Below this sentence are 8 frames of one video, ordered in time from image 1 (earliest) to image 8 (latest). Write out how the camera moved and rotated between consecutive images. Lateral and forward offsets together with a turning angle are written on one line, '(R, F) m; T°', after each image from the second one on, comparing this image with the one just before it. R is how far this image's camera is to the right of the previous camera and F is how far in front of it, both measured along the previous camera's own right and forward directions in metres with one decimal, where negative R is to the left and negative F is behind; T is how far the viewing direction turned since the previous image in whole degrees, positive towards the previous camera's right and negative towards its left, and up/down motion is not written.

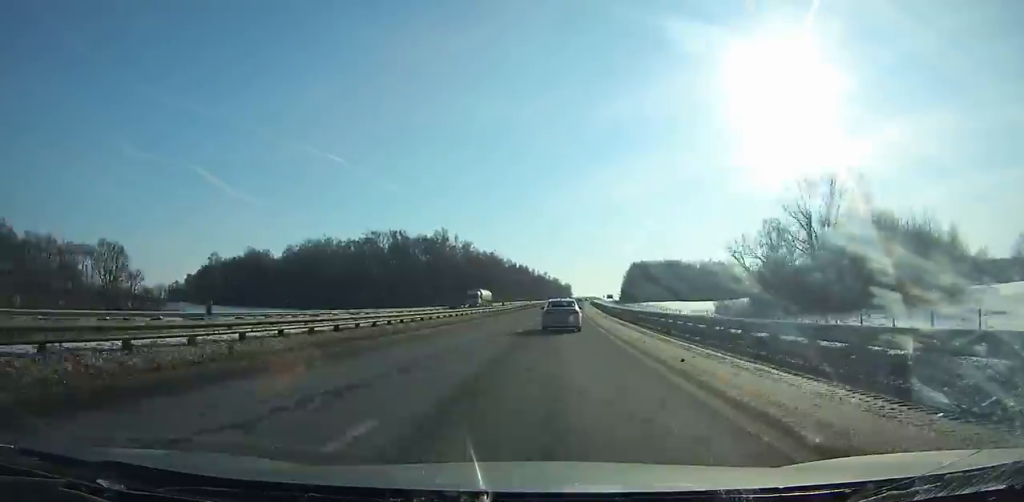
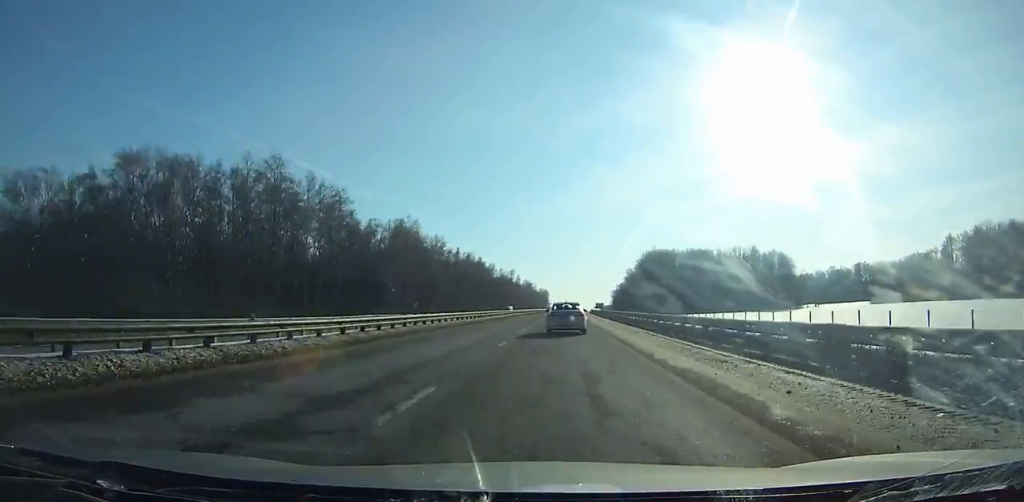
(+2.3, +115.8) m; +2°
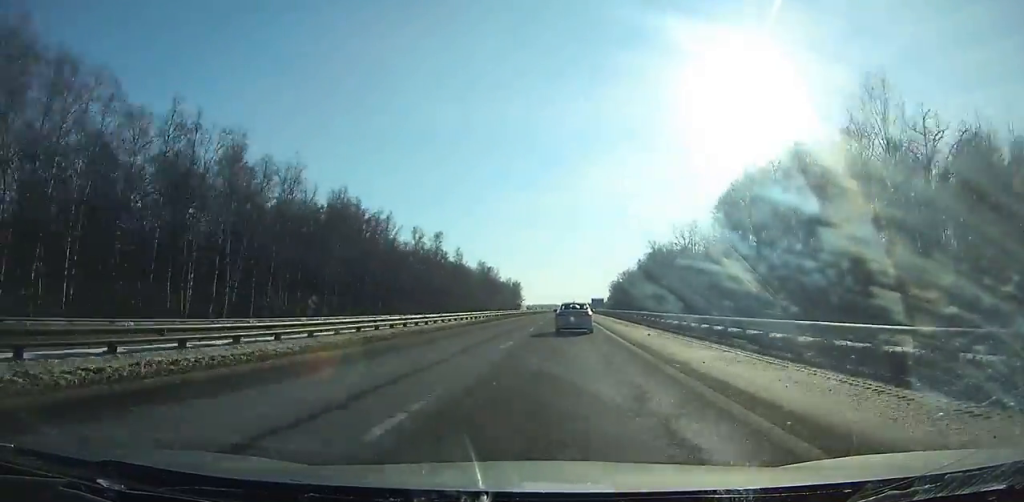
(+2.7, +132.8) m; +2°
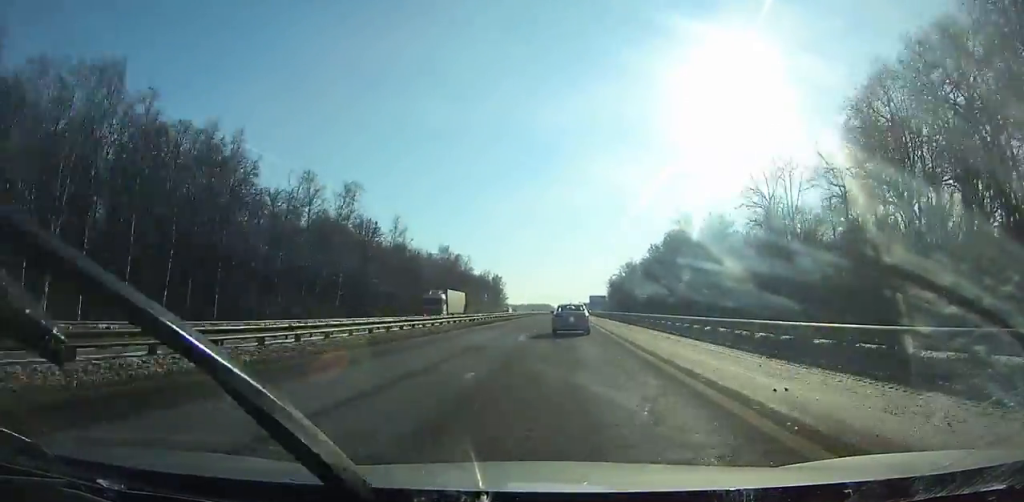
(+0.5, +54.0) m; +1°
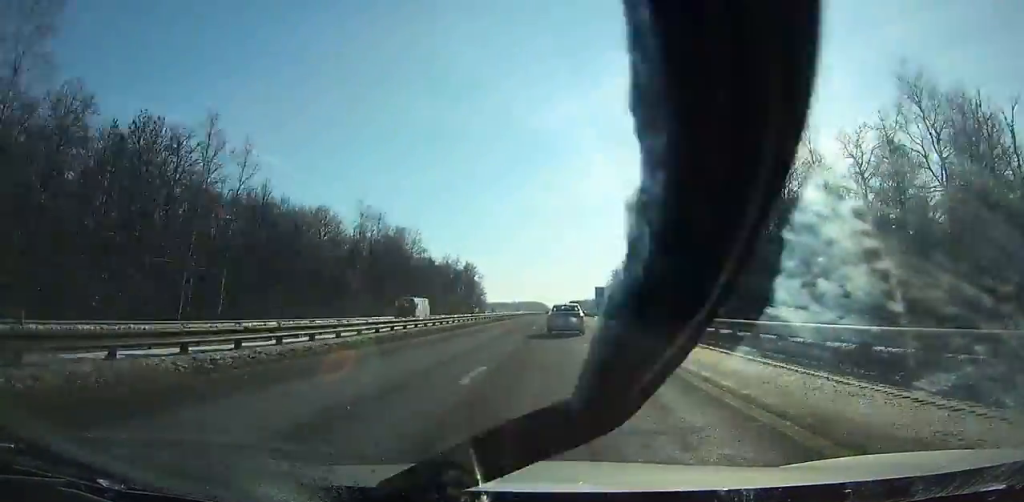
(+0.4, +59.6) m; 0°
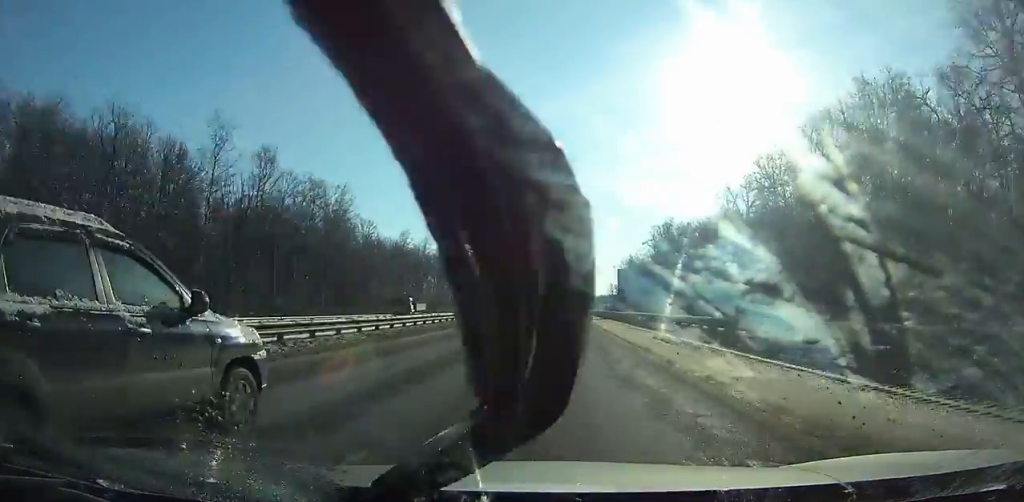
(+0.1, +44.6) m; 0°
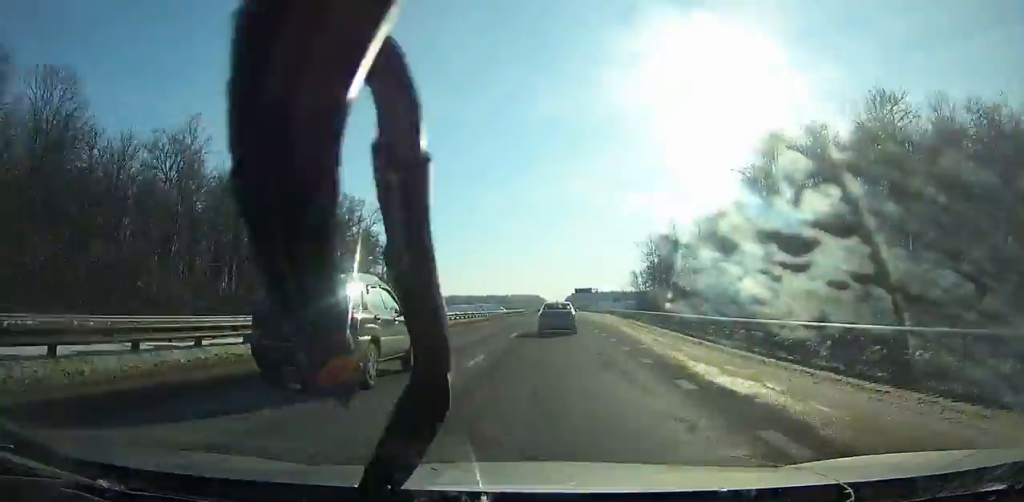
(0.0, +73.7) m; 0°
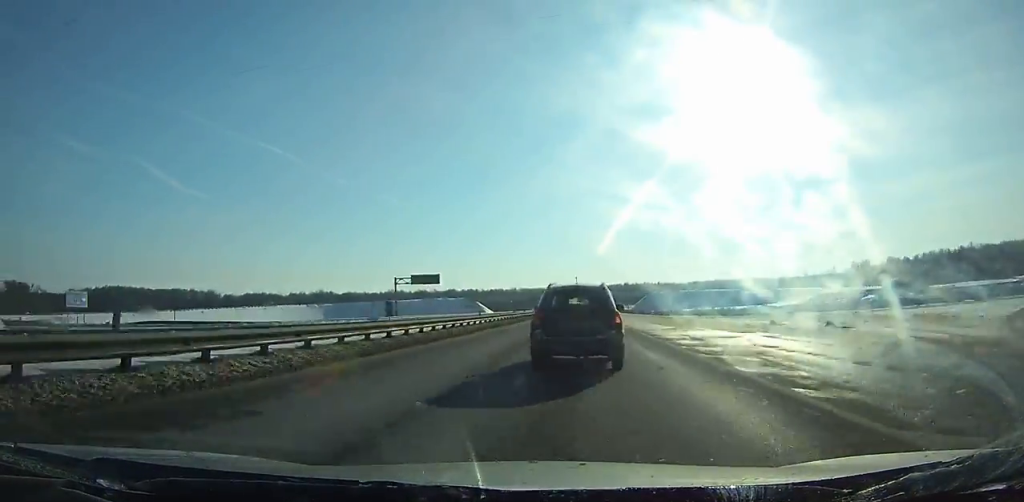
(-1.6, +197.8) m; -1°
